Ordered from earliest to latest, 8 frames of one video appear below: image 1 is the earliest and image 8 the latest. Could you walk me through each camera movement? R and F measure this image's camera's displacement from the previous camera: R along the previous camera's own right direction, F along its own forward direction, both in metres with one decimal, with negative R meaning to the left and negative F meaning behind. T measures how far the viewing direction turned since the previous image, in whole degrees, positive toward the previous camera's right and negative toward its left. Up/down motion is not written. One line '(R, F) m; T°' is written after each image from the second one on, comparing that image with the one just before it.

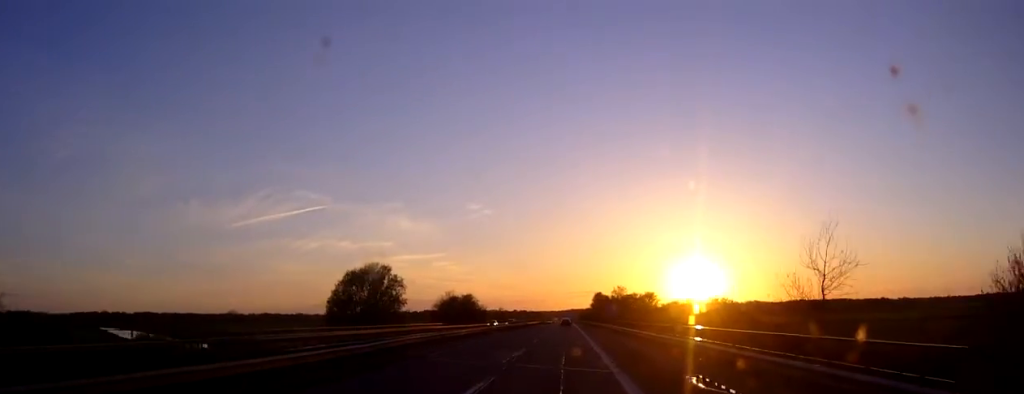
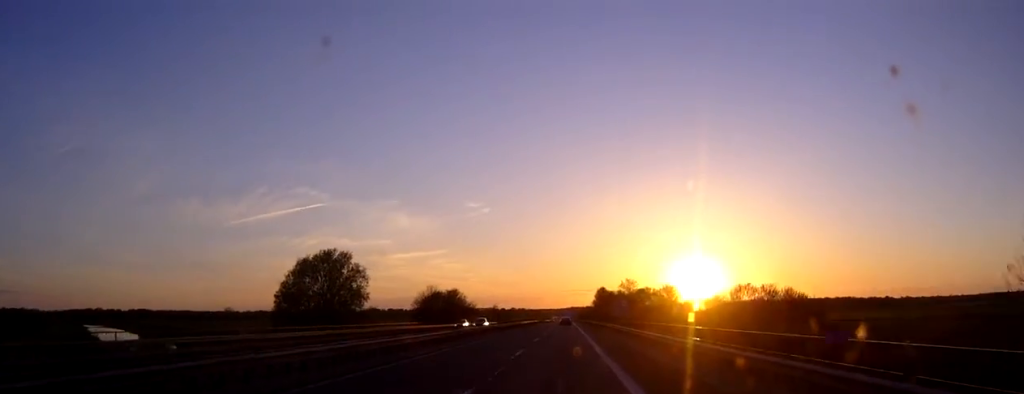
(0.0, +21.3) m; +1°
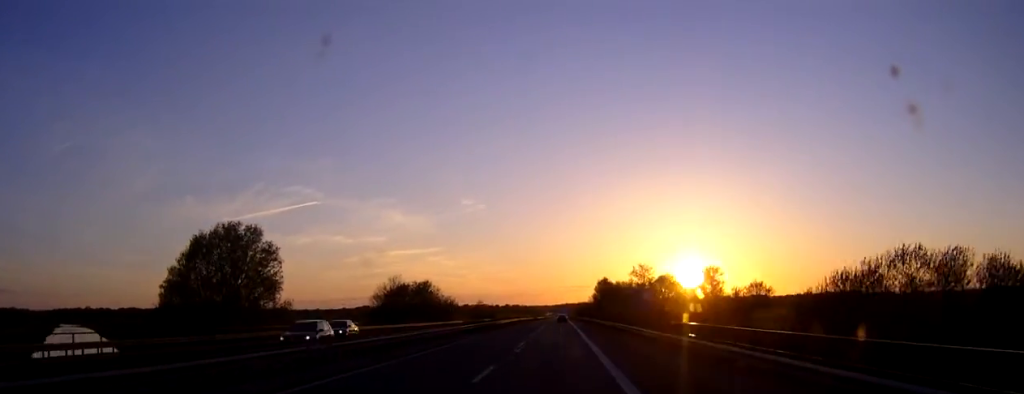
(+0.2, +27.8) m; 0°
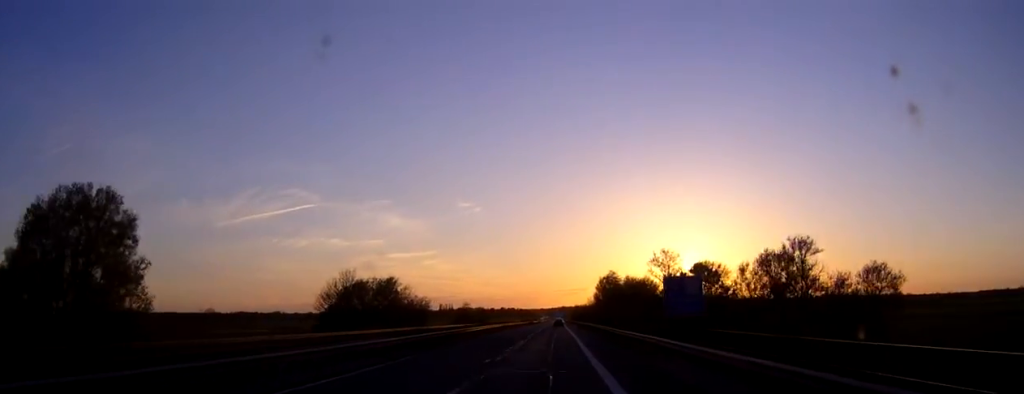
(-0.1, +24.0) m; 0°
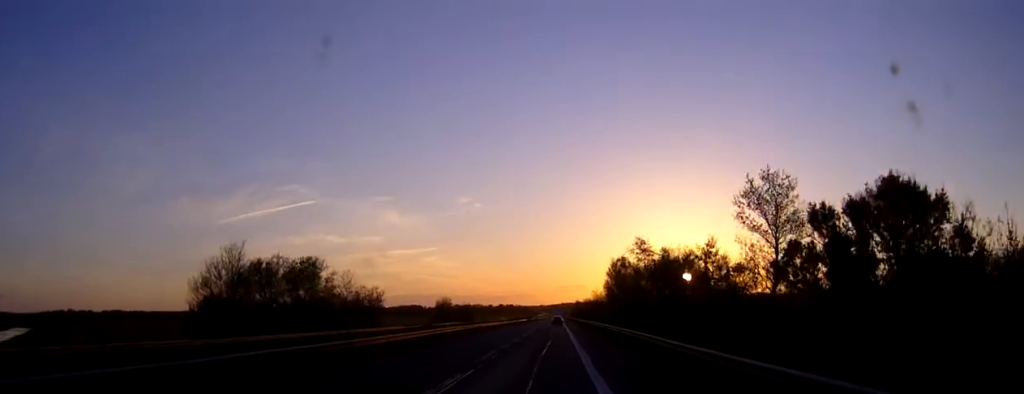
(-0.1, +33.9) m; 0°
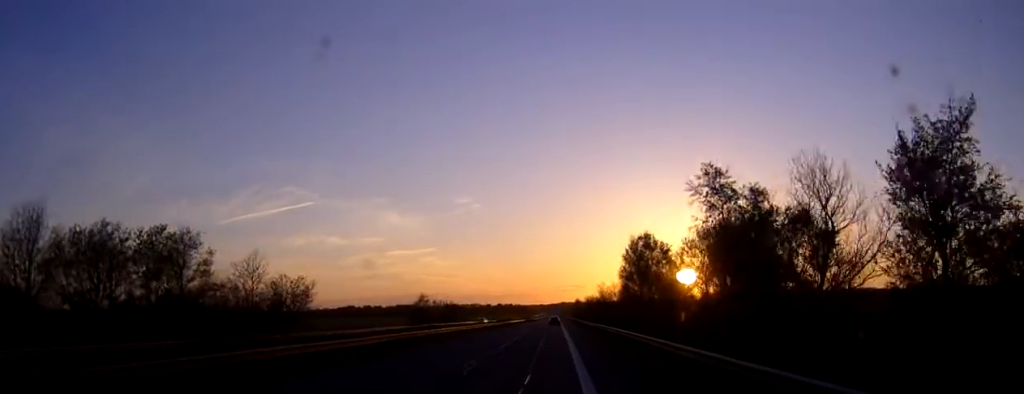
(-0.1, +27.5) m; 0°
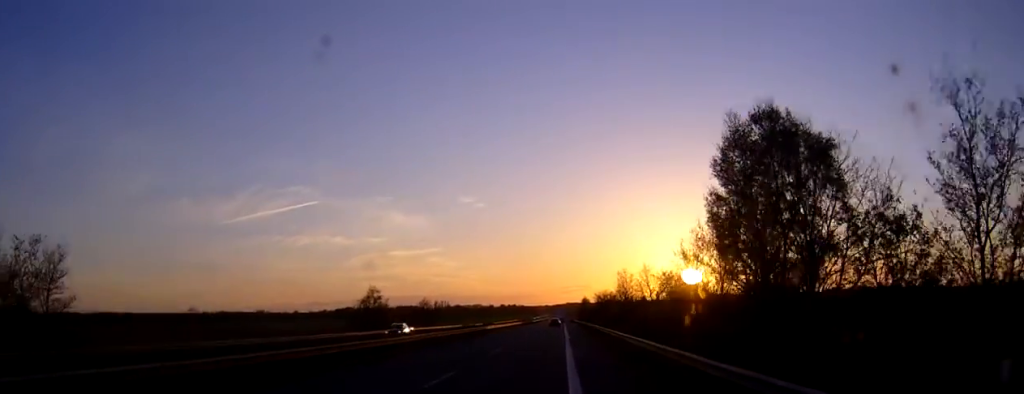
(0.0, +39.6) m; 0°
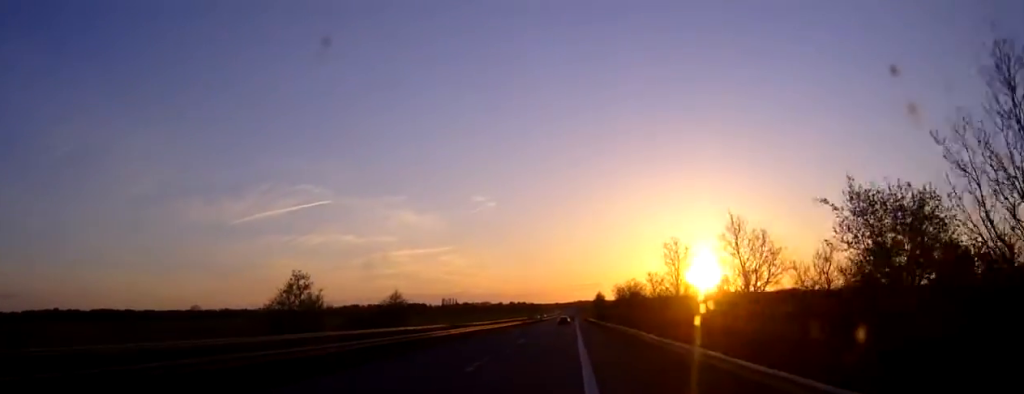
(-0.2, +33.3) m; -1°
